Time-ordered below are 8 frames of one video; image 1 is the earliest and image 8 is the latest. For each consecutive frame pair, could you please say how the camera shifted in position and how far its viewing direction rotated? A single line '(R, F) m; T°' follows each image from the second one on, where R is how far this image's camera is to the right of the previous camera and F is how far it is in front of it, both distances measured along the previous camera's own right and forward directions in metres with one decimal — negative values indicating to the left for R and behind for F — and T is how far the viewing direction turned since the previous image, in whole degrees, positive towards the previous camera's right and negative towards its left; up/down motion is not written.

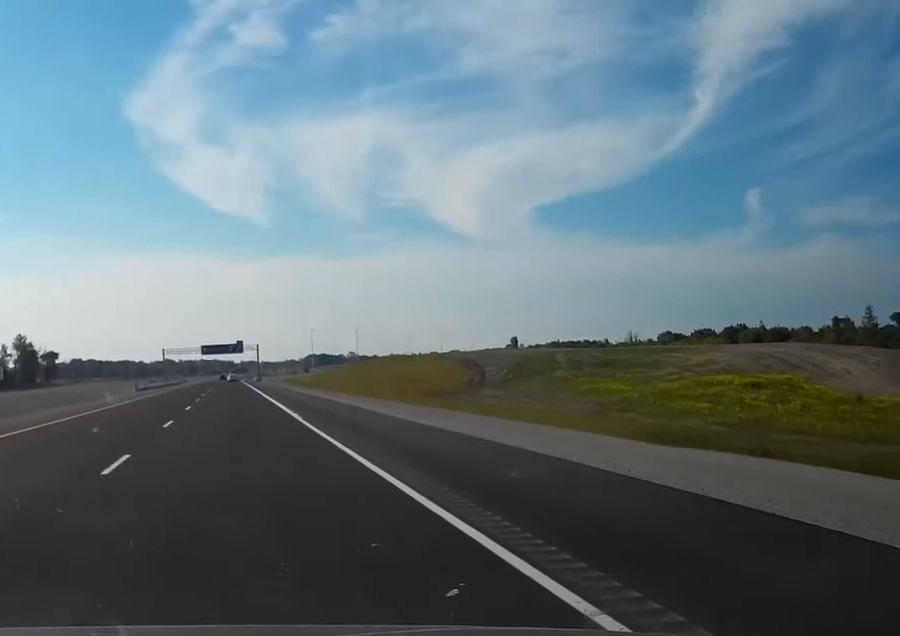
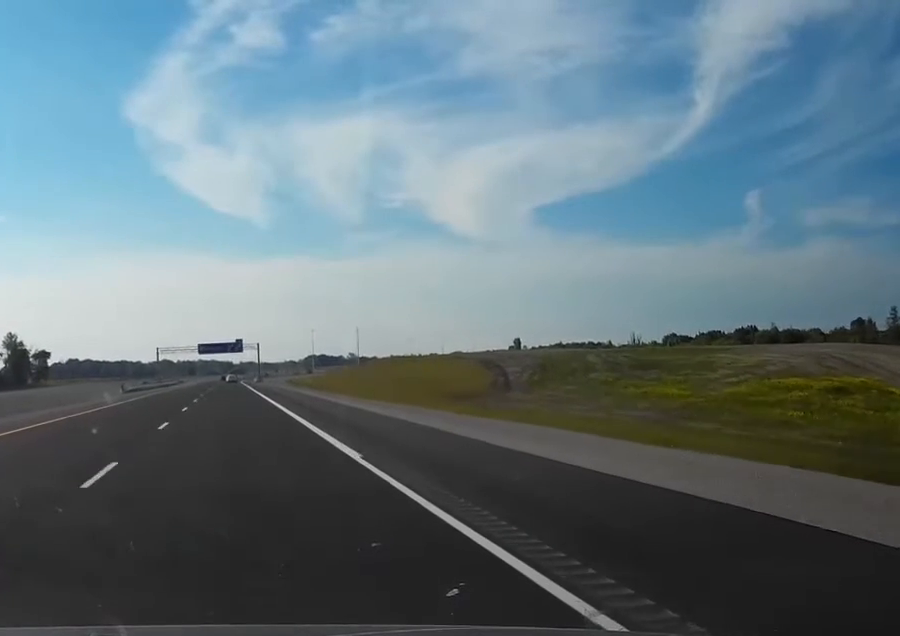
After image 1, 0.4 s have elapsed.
(0.0, +13.5) m; 0°
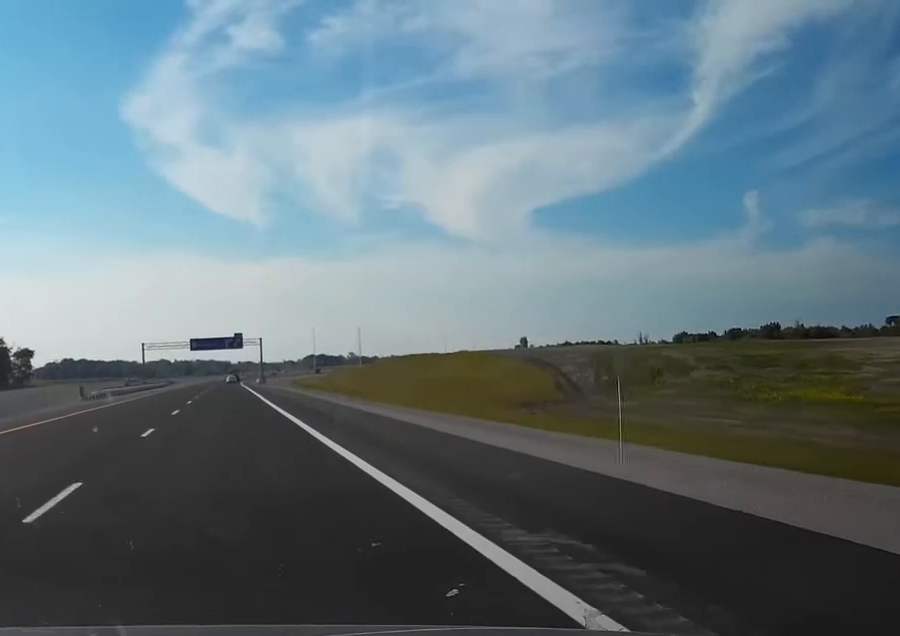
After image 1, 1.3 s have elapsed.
(+0.1, +27.0) m; -1°
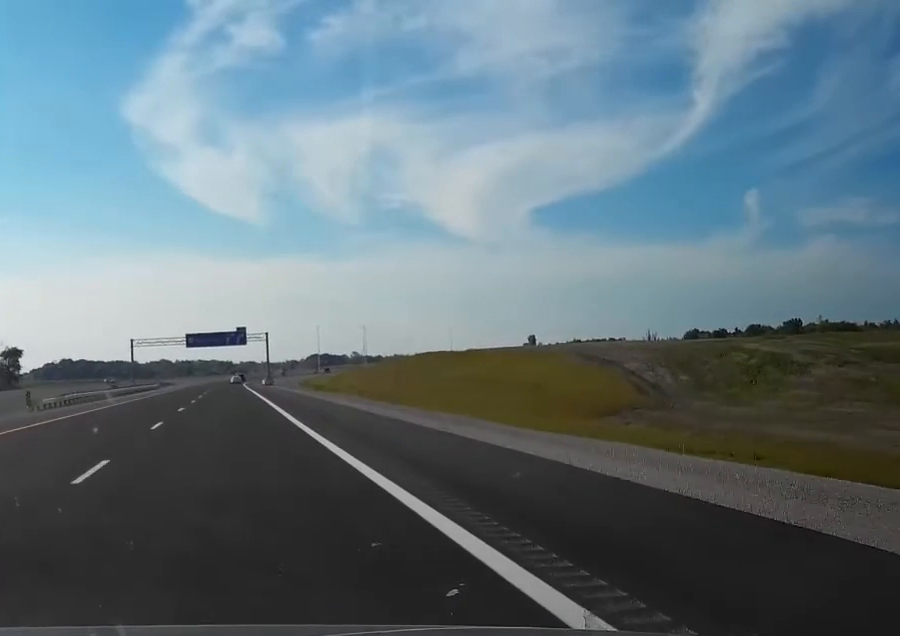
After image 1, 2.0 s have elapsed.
(-0.4, +20.8) m; 0°
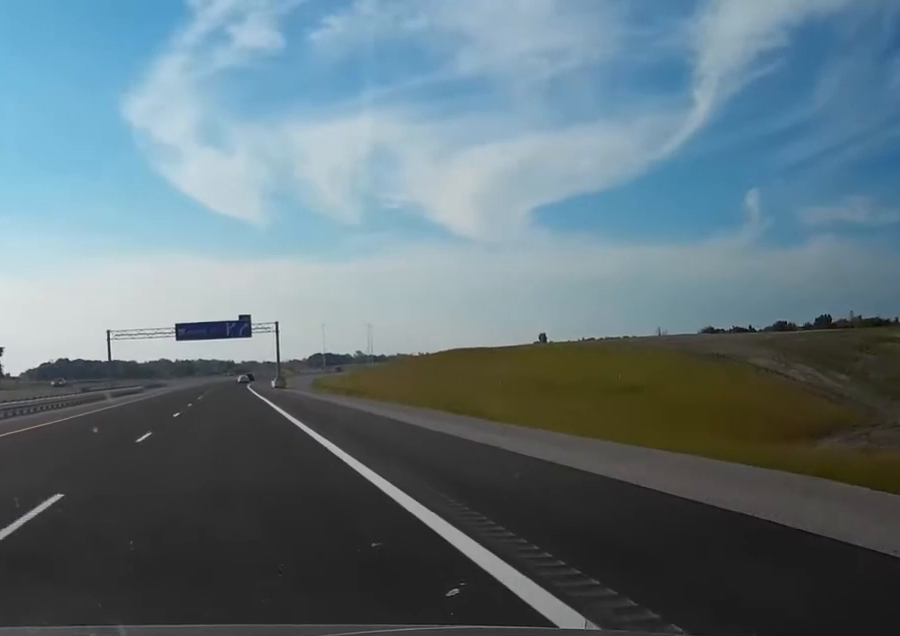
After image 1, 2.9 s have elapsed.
(+0.1, +27.9) m; +1°
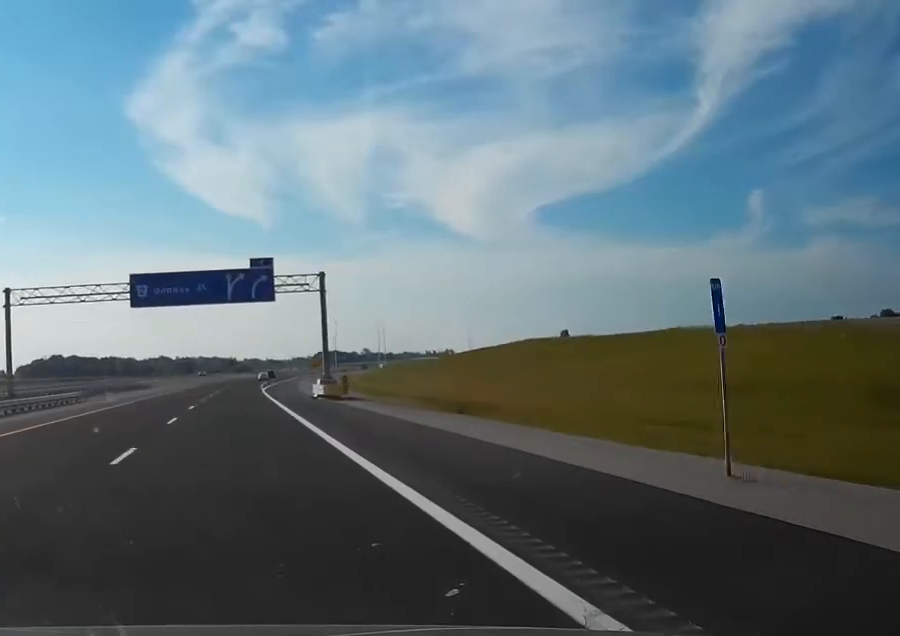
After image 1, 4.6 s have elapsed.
(+0.4, +52.3) m; -1°
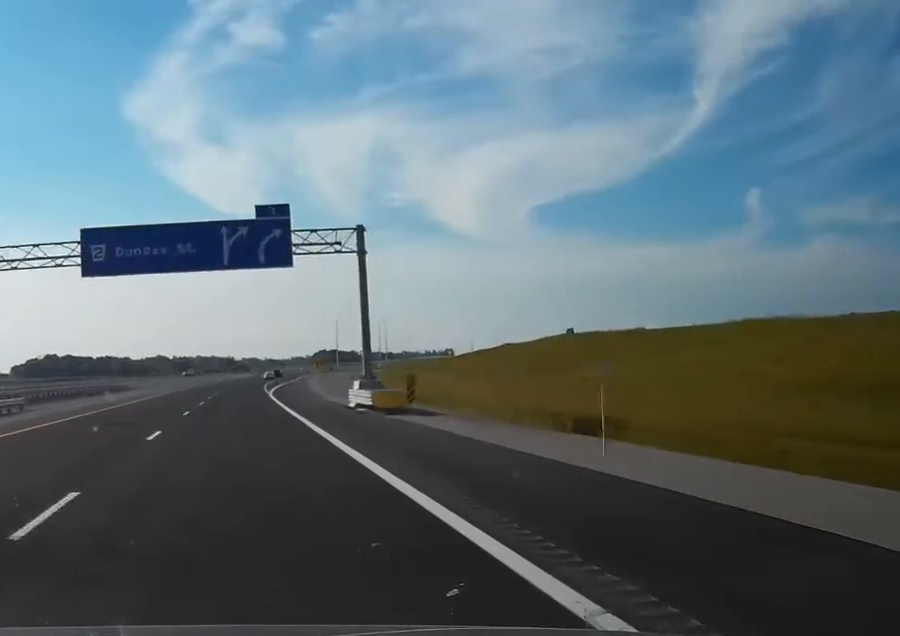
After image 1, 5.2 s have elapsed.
(0.0, +18.5) m; 0°
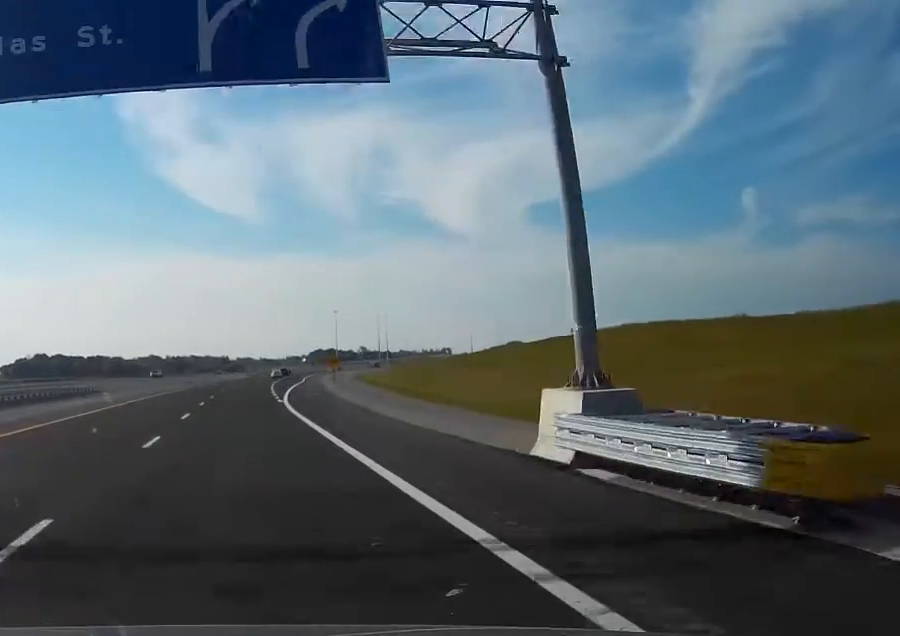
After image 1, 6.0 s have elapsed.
(+0.1, +25.7) m; 0°
